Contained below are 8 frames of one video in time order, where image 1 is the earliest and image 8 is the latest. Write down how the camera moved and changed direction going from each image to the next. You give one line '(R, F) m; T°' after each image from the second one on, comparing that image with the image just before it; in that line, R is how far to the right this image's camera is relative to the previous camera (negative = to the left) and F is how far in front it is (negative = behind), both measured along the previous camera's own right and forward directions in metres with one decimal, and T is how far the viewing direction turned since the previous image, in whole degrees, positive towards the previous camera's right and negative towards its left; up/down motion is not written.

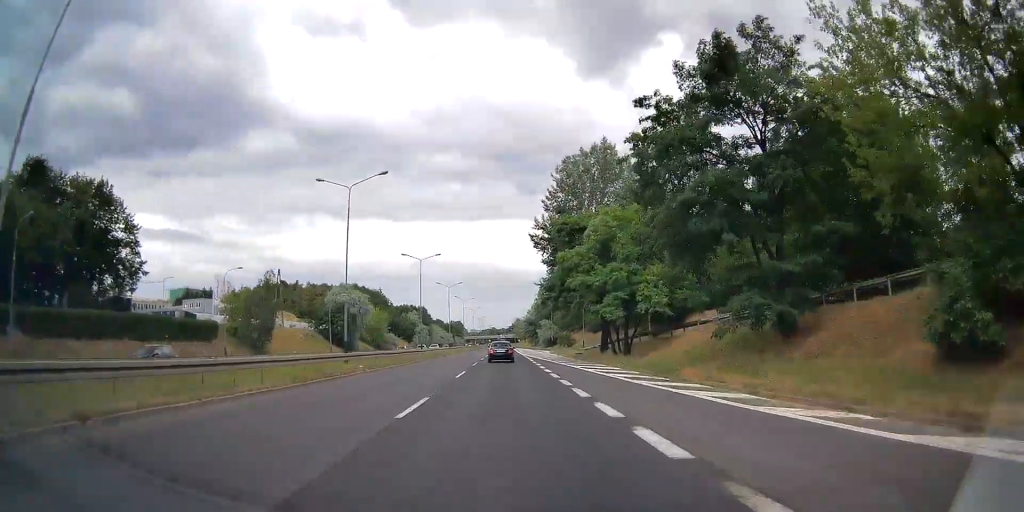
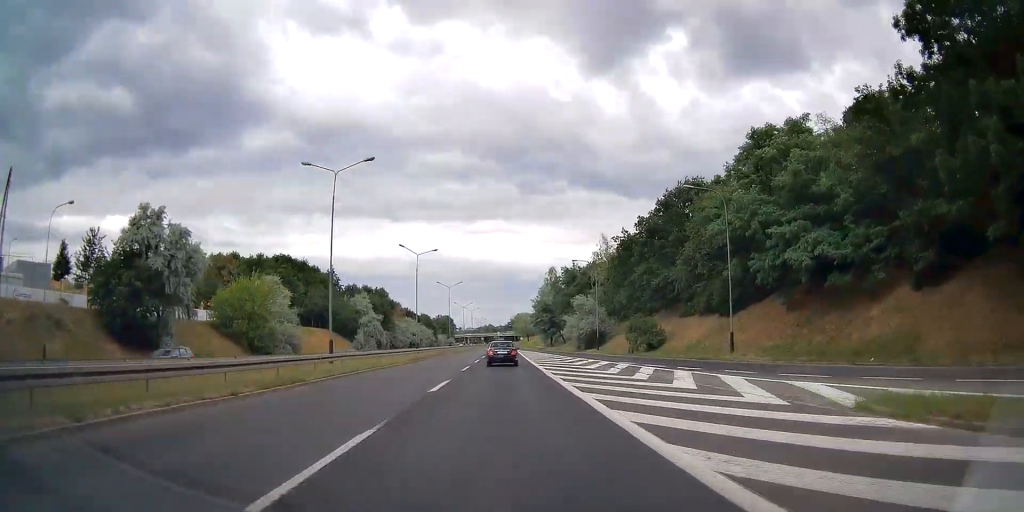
(+0.7, +64.9) m; +1°
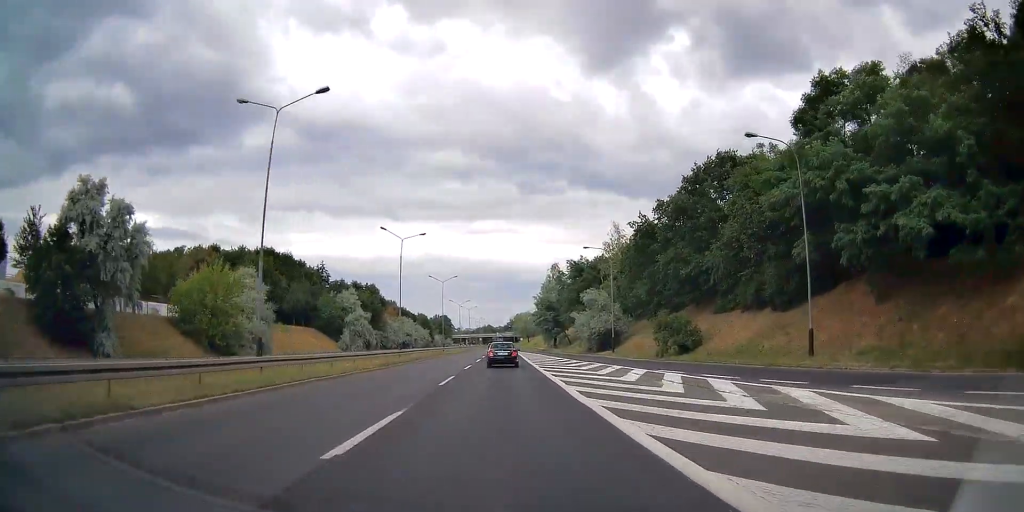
(+0.1, +9.3) m; 0°
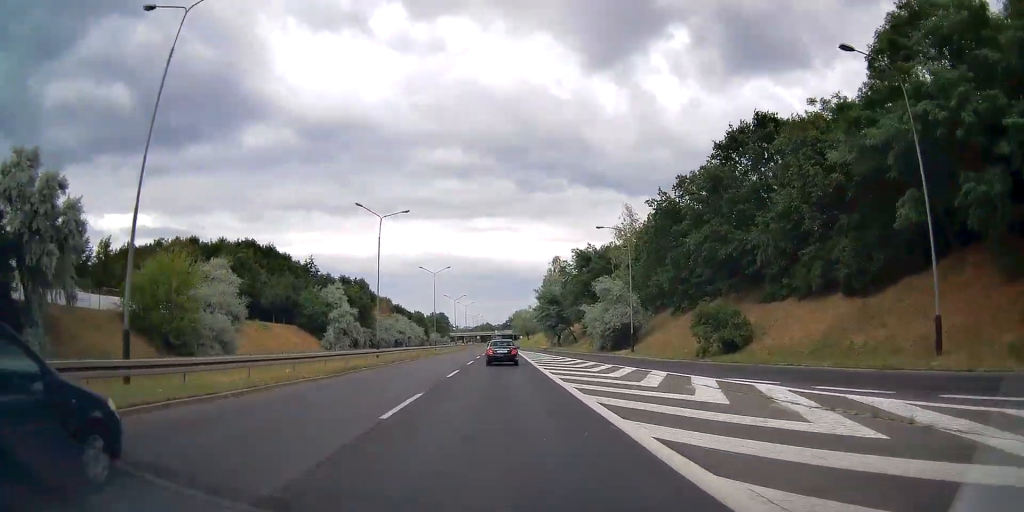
(+0.1, +8.6) m; 0°
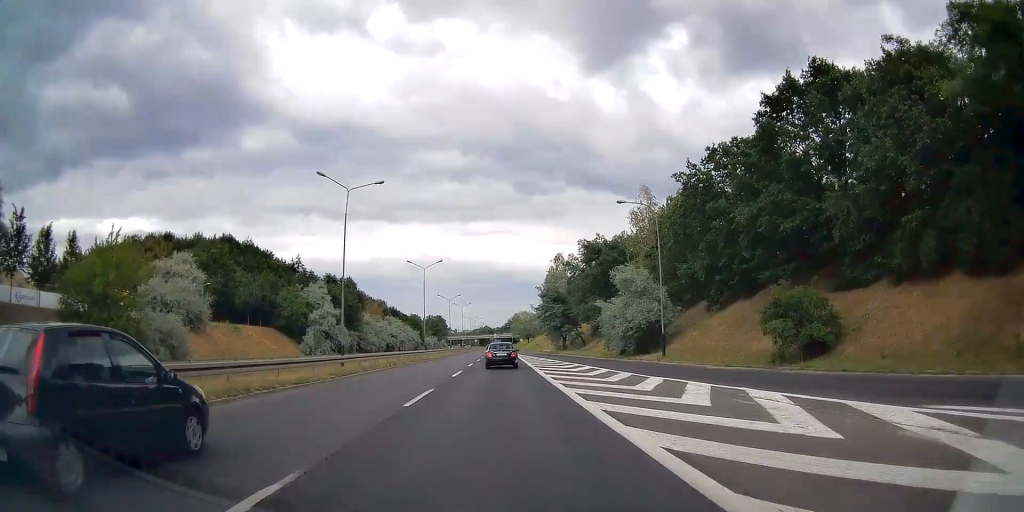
(0.0, +9.2) m; 0°
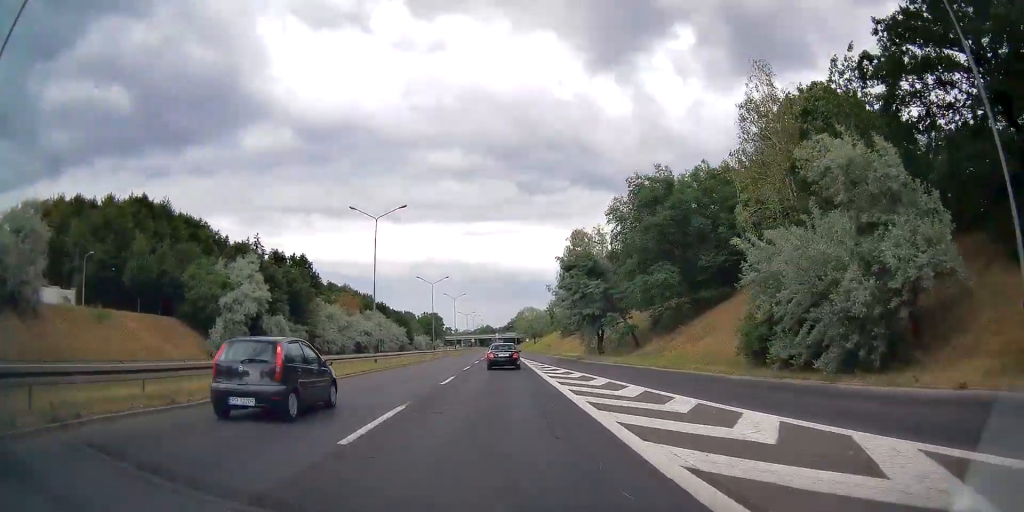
(-0.4, +28.1) m; -1°
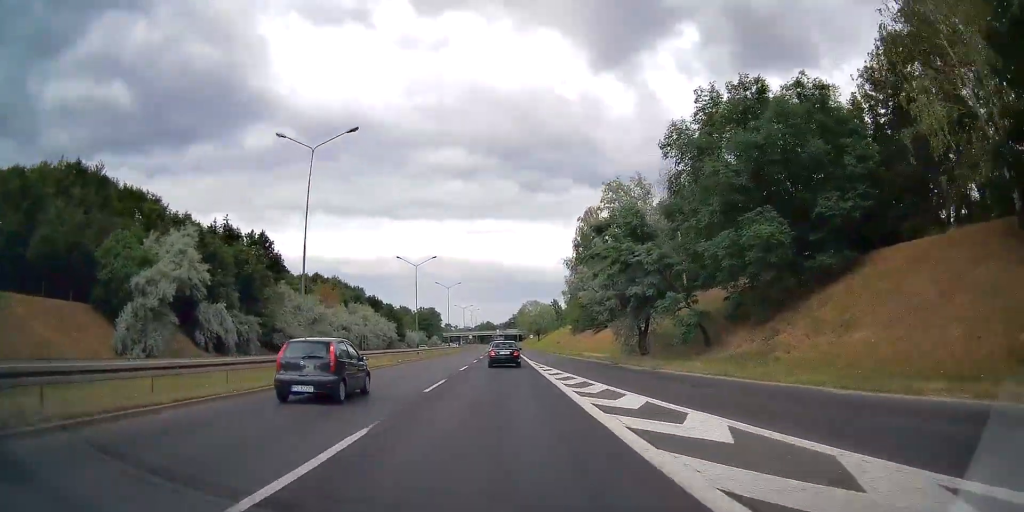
(0.0, +15.5) m; 0°
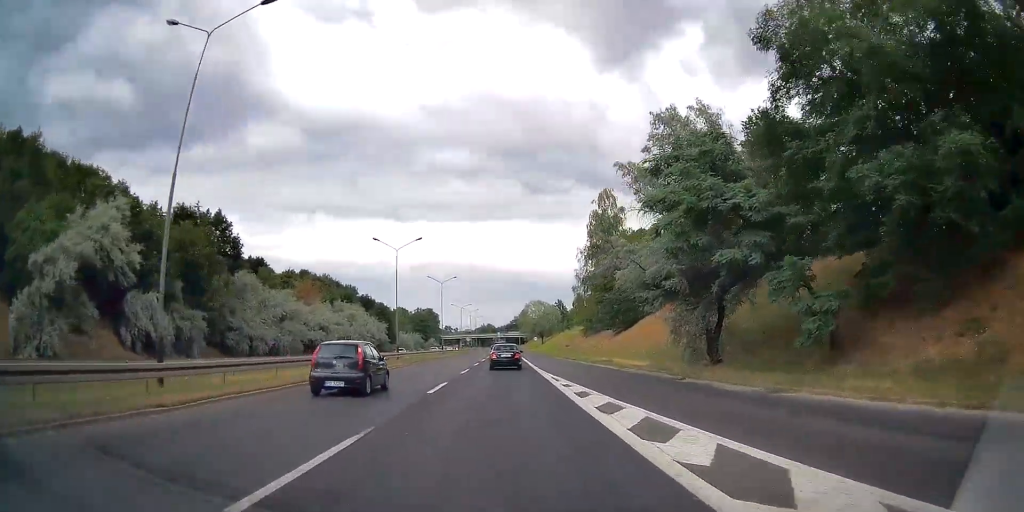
(0.0, +12.3) m; 0°
